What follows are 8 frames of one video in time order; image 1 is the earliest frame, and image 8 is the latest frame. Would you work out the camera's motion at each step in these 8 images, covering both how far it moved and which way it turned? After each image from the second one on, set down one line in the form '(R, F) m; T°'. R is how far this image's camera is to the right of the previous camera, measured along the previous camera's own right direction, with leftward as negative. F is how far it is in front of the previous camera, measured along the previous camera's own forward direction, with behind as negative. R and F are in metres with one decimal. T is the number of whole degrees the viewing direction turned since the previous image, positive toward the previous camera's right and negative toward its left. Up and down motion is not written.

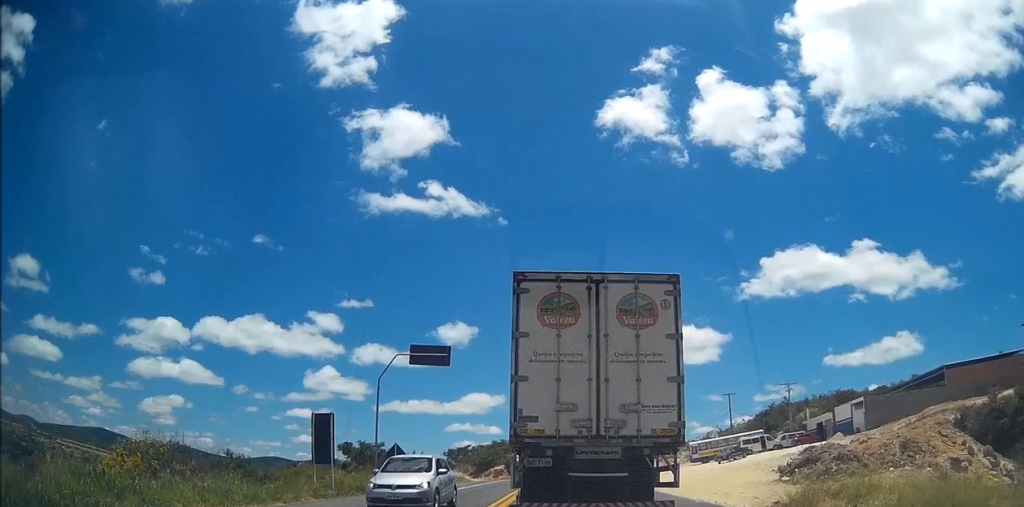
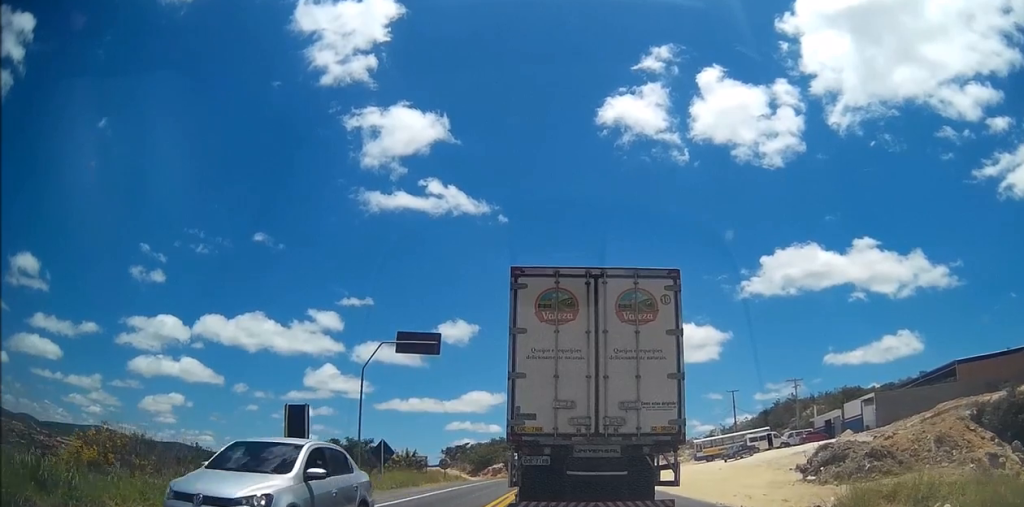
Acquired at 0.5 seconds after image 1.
(0.0, +2.6) m; -1°
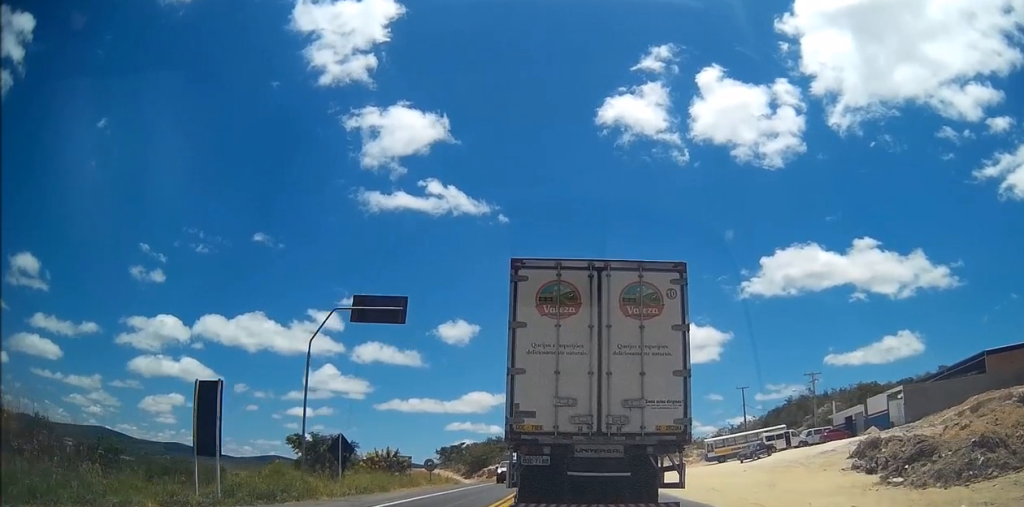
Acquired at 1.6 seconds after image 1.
(-0.1, +6.3) m; +1°
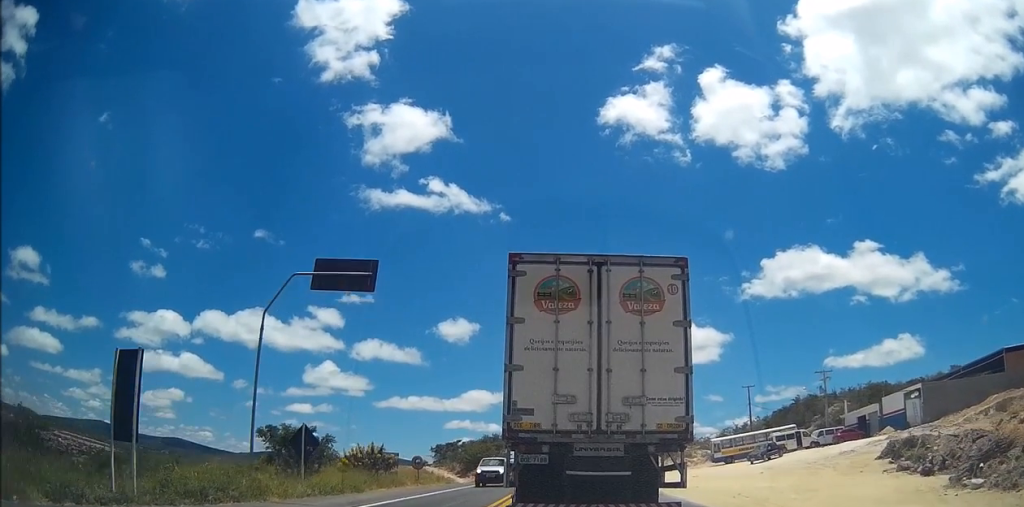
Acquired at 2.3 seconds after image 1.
(+0.1, +3.8) m; 0°
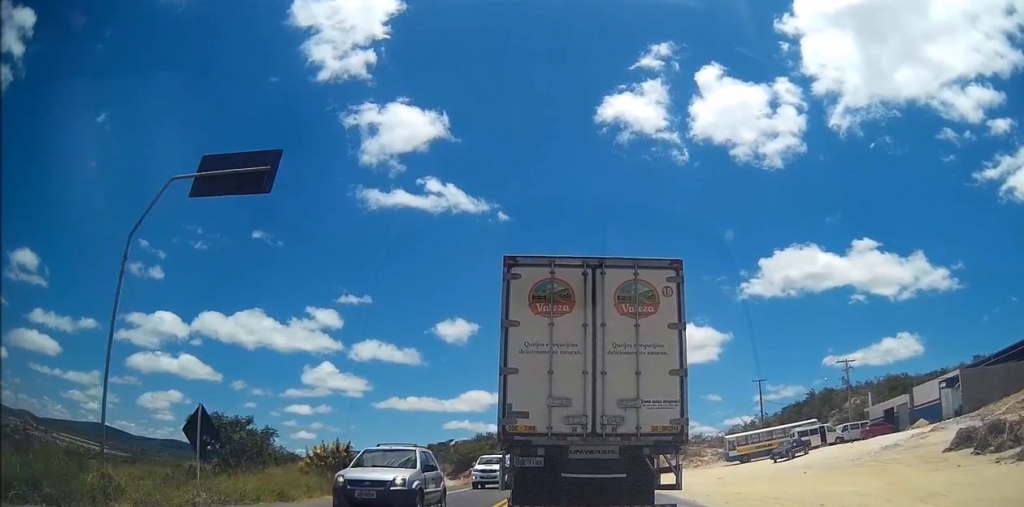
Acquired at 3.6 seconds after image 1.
(0.0, +7.0) m; +1°
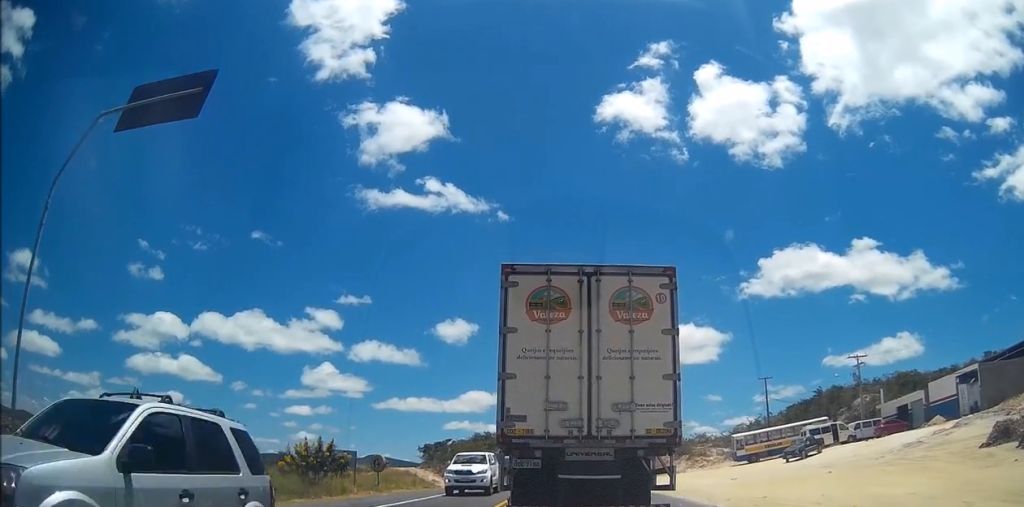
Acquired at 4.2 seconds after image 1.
(+0.1, +3.0) m; +1°
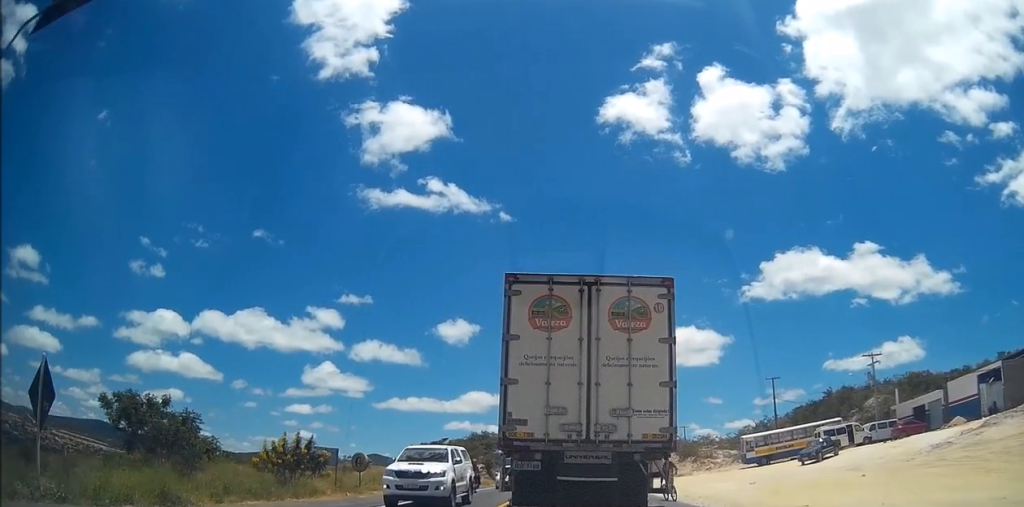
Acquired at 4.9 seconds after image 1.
(+0.1, +3.3) m; 0°
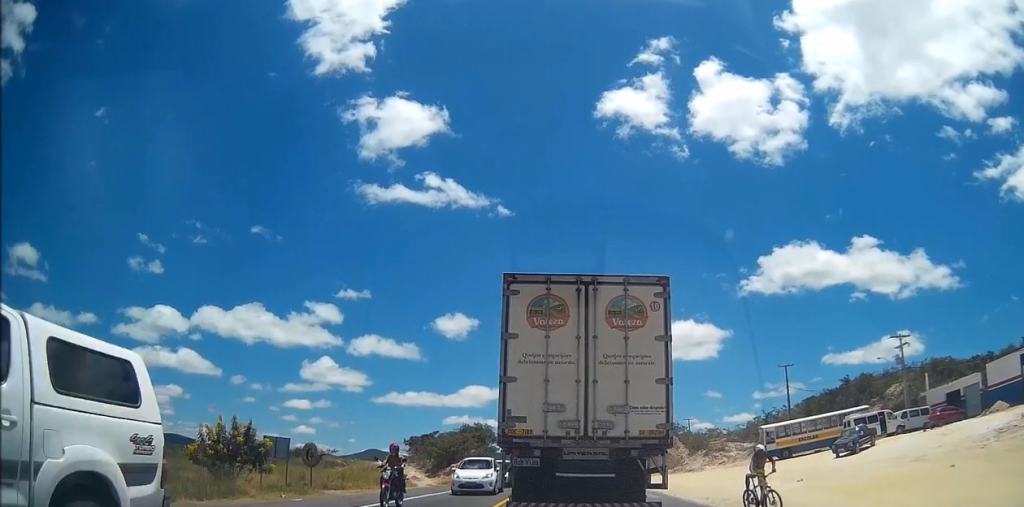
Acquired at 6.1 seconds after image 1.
(-0.2, +6.2) m; -2°
